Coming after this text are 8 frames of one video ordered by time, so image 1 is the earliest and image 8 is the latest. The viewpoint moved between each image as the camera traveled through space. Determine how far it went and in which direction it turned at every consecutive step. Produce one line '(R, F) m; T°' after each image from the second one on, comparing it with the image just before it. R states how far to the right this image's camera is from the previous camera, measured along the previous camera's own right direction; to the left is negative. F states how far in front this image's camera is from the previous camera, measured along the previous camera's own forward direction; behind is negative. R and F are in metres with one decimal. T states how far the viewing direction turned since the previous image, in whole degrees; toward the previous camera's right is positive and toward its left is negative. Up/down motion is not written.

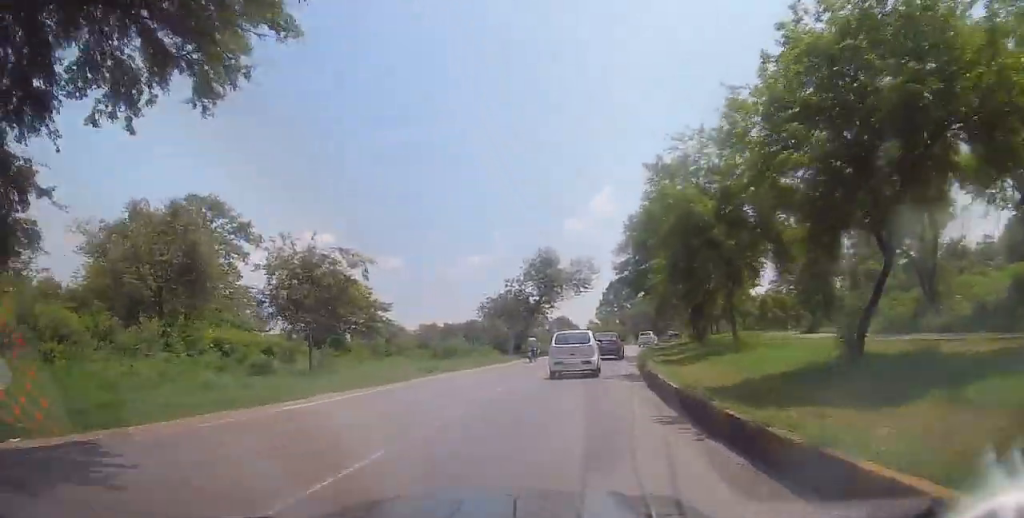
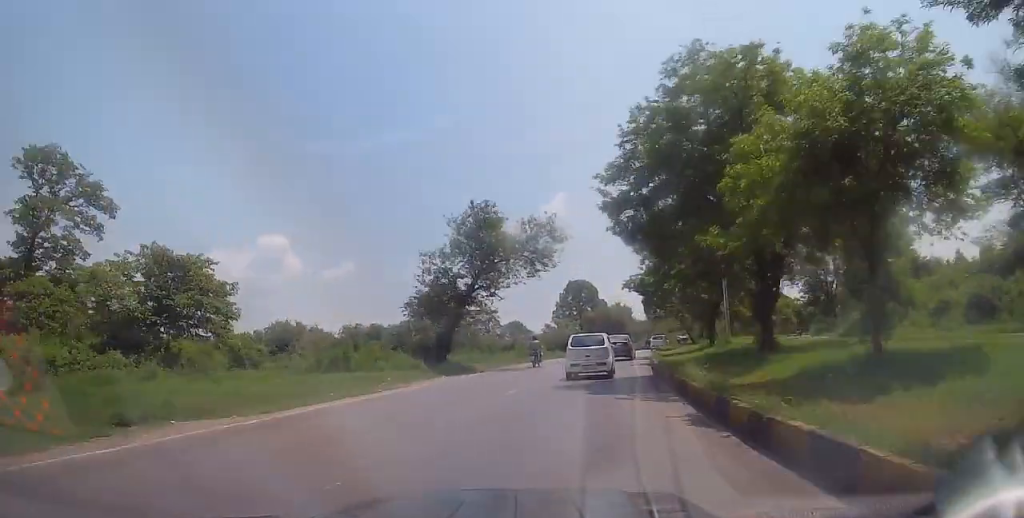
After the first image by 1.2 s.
(+0.2, +17.9) m; +4°
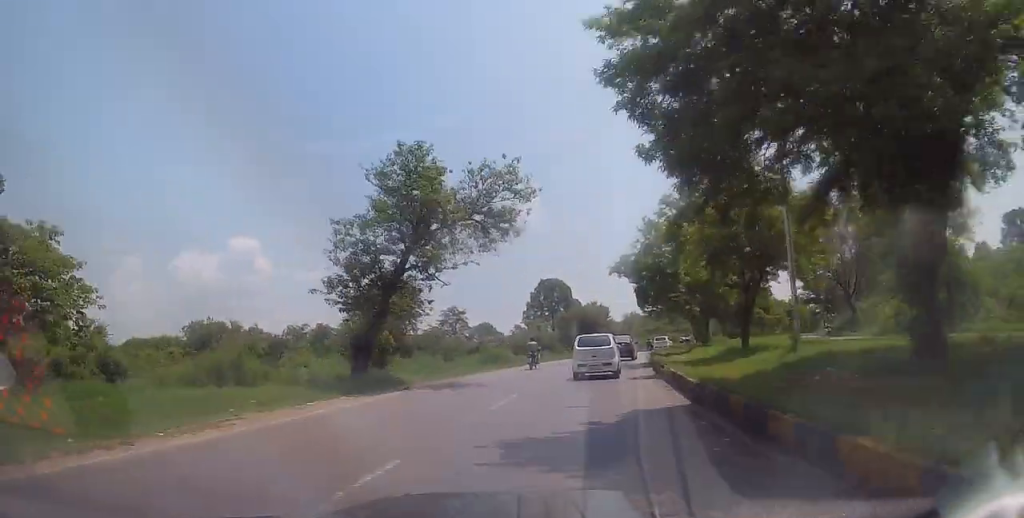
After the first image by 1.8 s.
(+0.5, +9.8) m; +4°
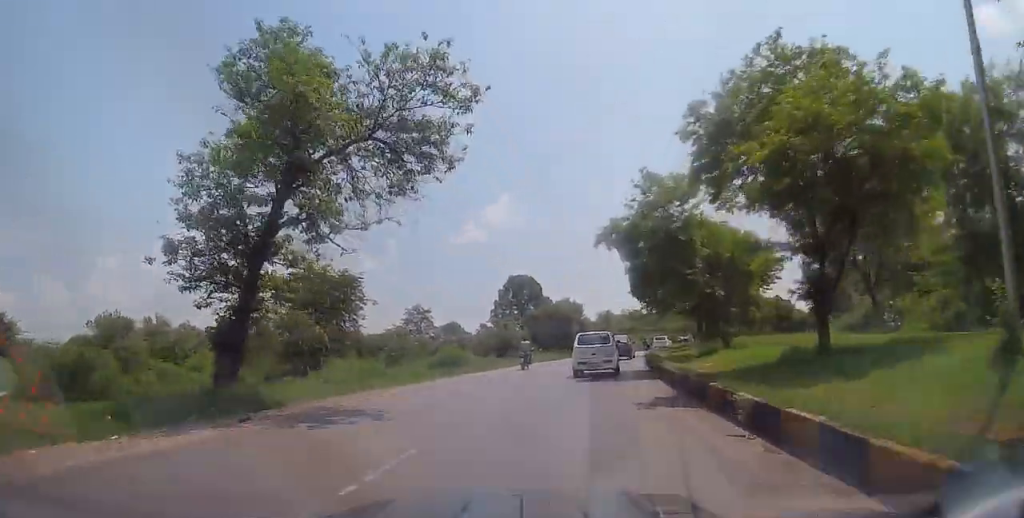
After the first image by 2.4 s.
(+0.2, +8.8) m; +3°
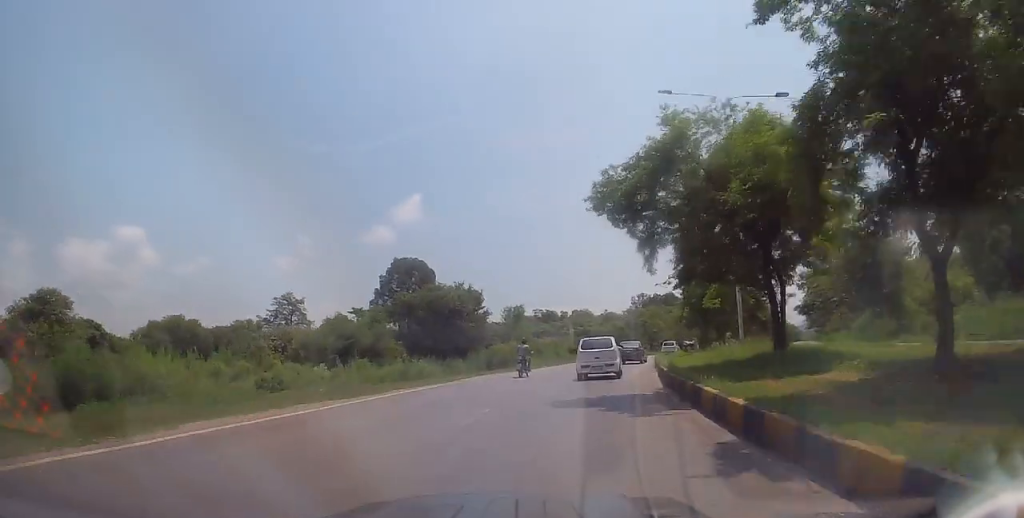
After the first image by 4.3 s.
(+1.2, +30.5) m; +6°
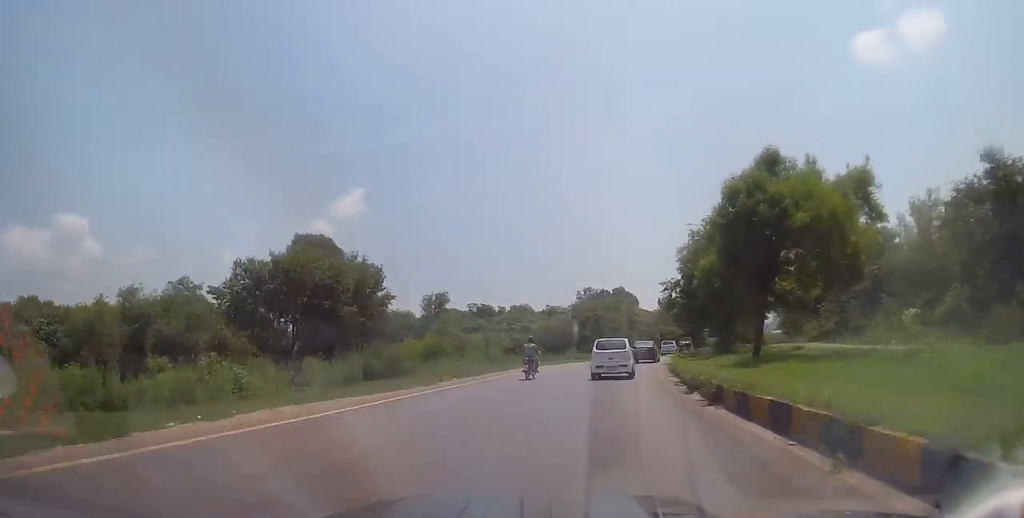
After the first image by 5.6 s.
(+1.6, +20.0) m; +7°
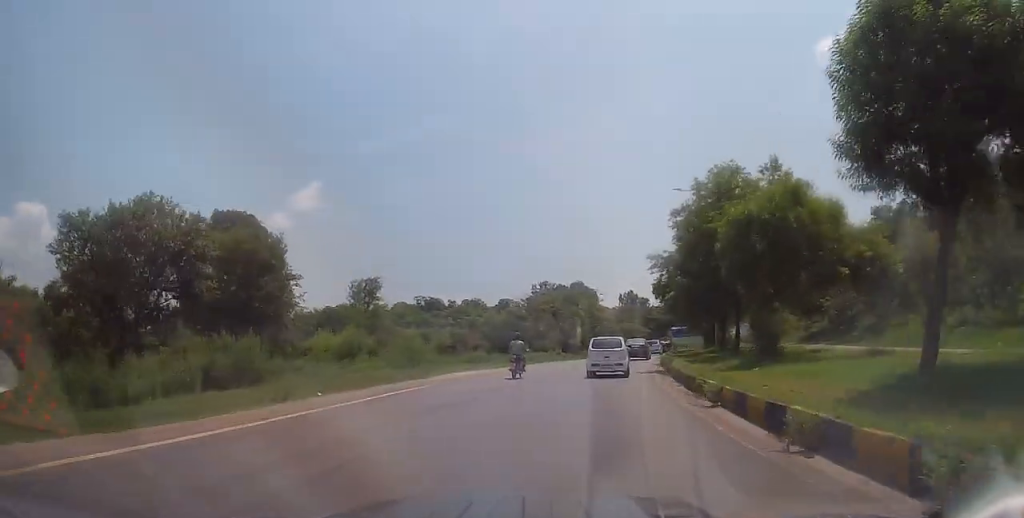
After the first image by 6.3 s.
(+0.3, +11.8) m; +3°
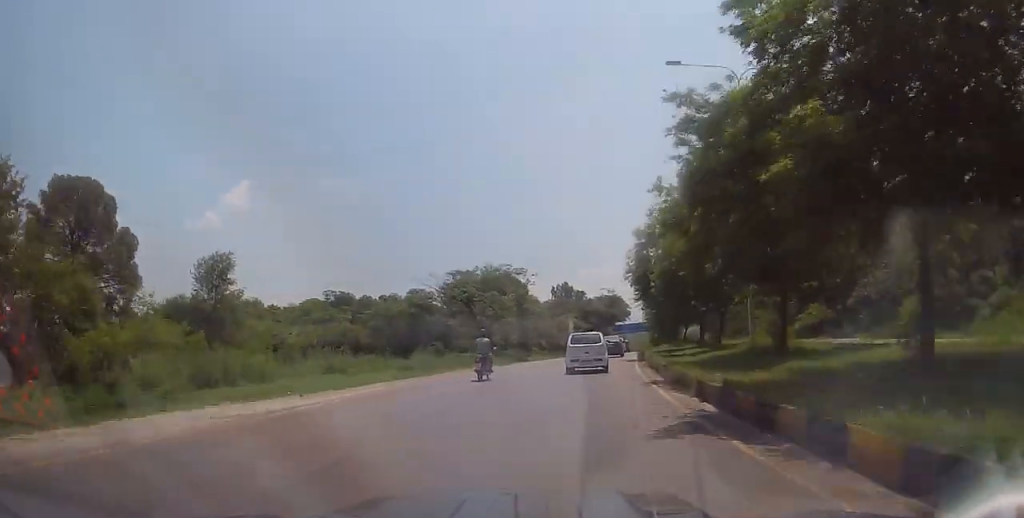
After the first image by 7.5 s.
(+0.7, +18.7) m; +4°
